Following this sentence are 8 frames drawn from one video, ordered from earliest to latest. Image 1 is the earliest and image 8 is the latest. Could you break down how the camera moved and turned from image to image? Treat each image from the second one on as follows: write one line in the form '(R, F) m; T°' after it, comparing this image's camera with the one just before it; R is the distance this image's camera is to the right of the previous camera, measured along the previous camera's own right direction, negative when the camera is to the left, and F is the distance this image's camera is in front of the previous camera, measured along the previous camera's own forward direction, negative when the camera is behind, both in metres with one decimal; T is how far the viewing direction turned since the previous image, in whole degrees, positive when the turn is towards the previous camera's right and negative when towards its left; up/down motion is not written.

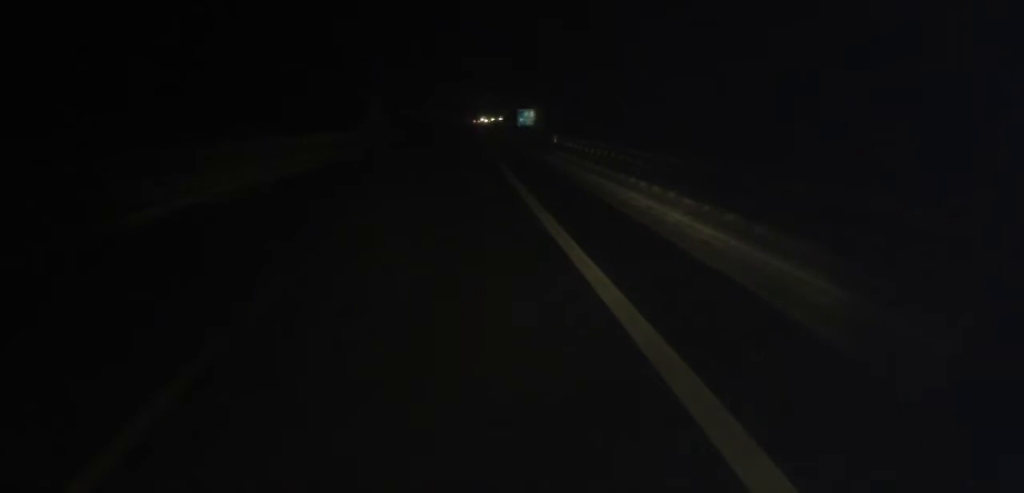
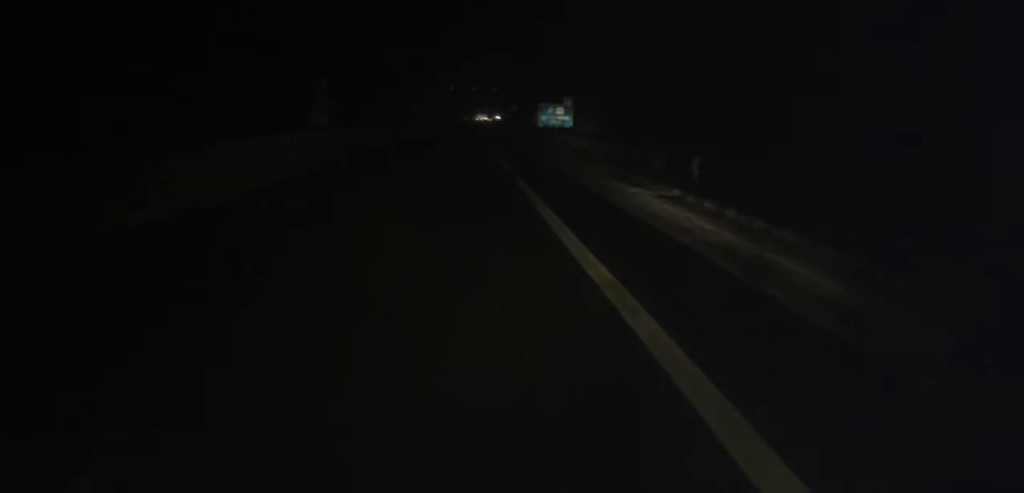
(+0.2, +22.5) m; 0°
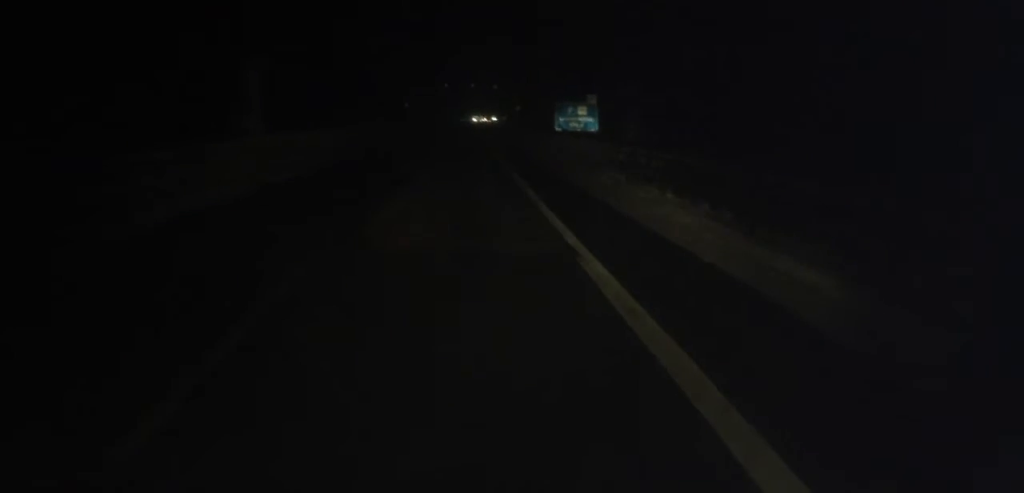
(-0.3, +11.6) m; 0°
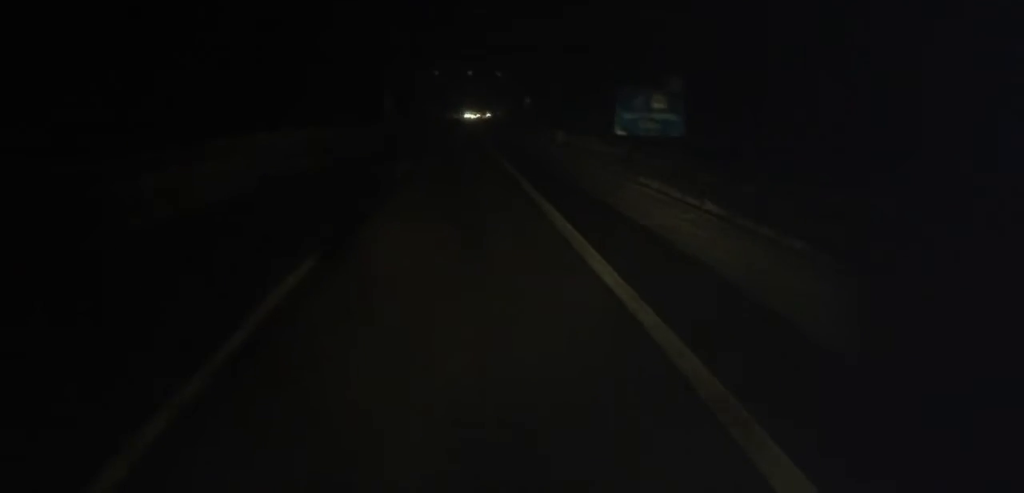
(+0.3, +18.7) m; +1°
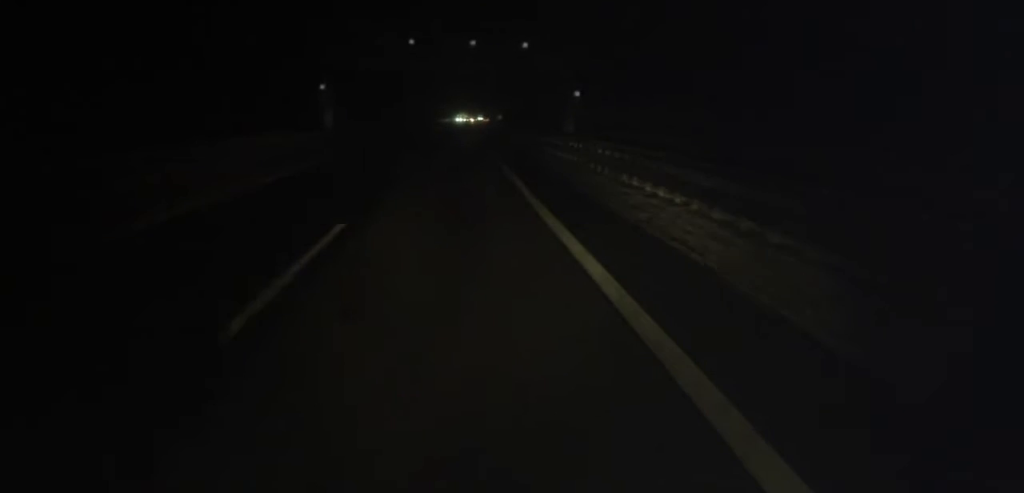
(+0.2, +31.8) m; +1°
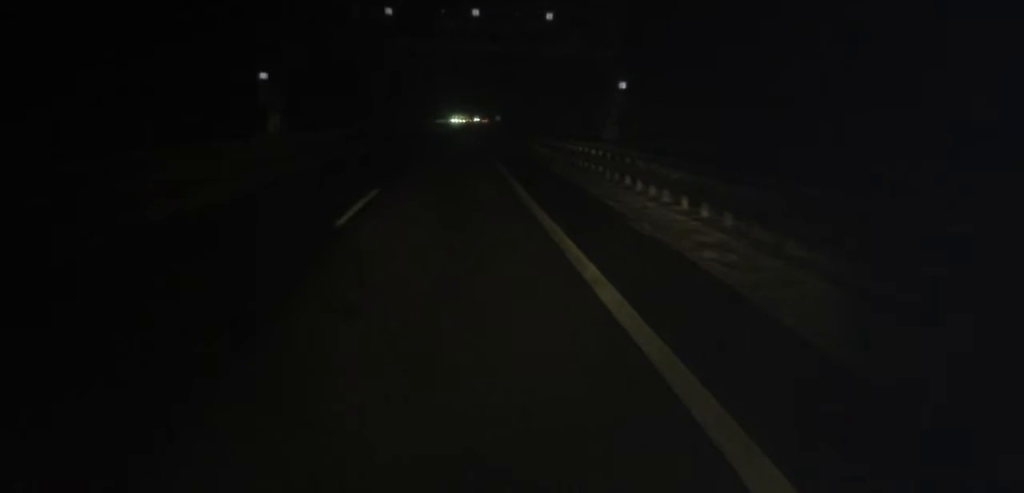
(0.0, +11.5) m; 0°
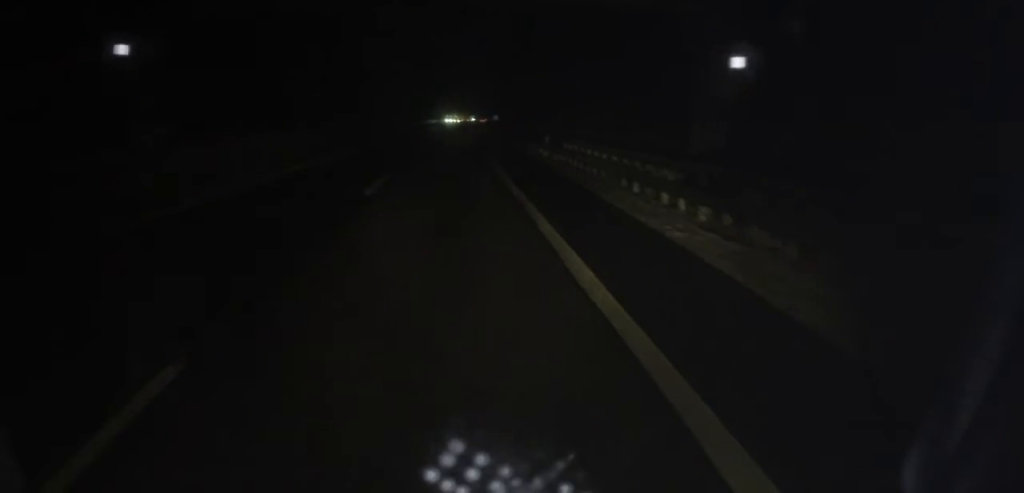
(0.0, +12.2) m; 0°
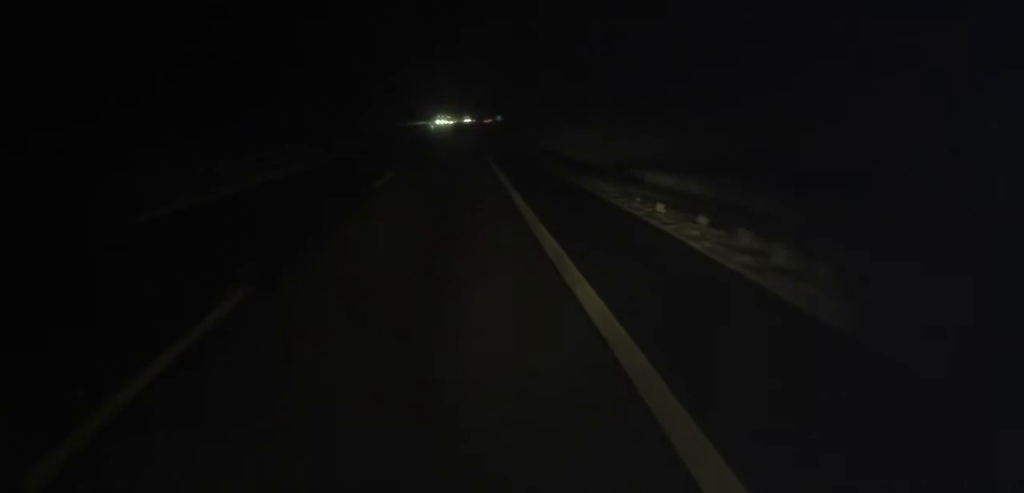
(0.0, +32.0) m; 0°
